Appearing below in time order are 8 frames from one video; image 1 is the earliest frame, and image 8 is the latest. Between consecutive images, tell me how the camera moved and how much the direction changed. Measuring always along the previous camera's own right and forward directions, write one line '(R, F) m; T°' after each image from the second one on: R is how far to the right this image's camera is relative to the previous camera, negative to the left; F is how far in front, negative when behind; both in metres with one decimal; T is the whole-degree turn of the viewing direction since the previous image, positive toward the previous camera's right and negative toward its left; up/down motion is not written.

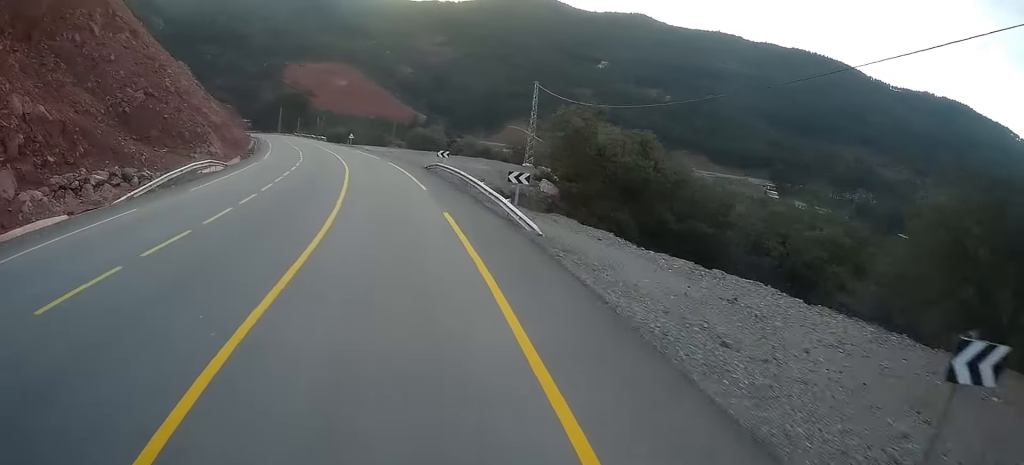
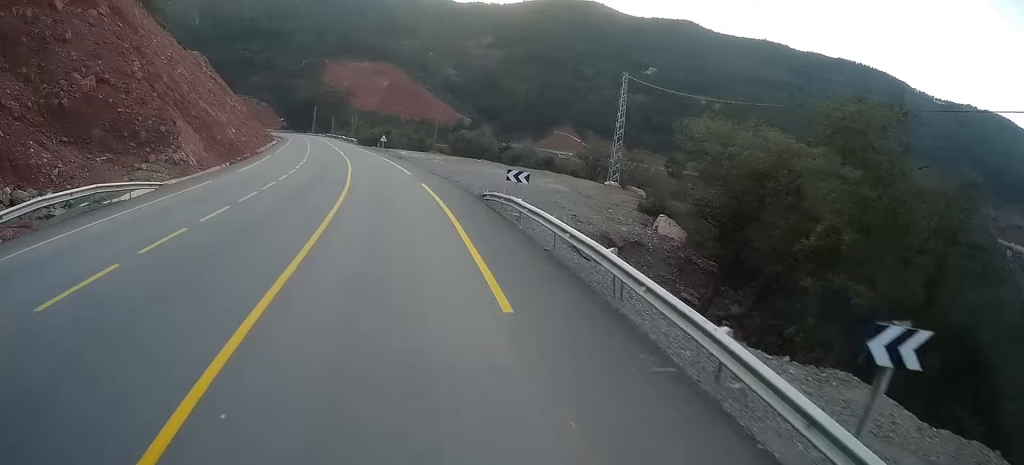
(-1.4, +17.7) m; -6°
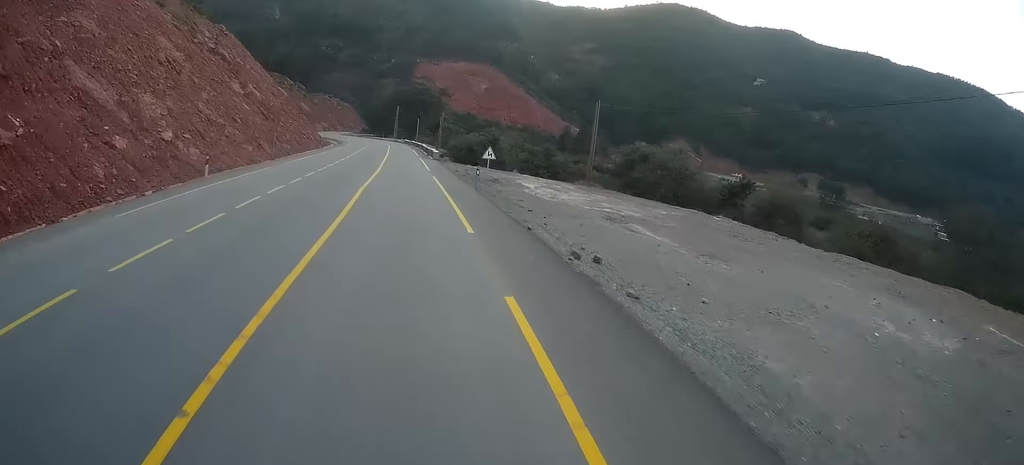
(-3.5, +45.8) m; -8°
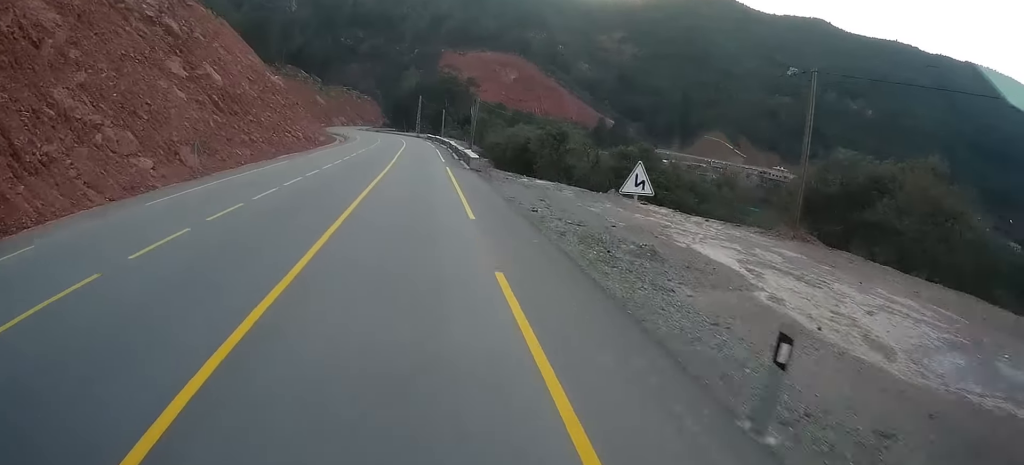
(-0.5, +24.8) m; 0°
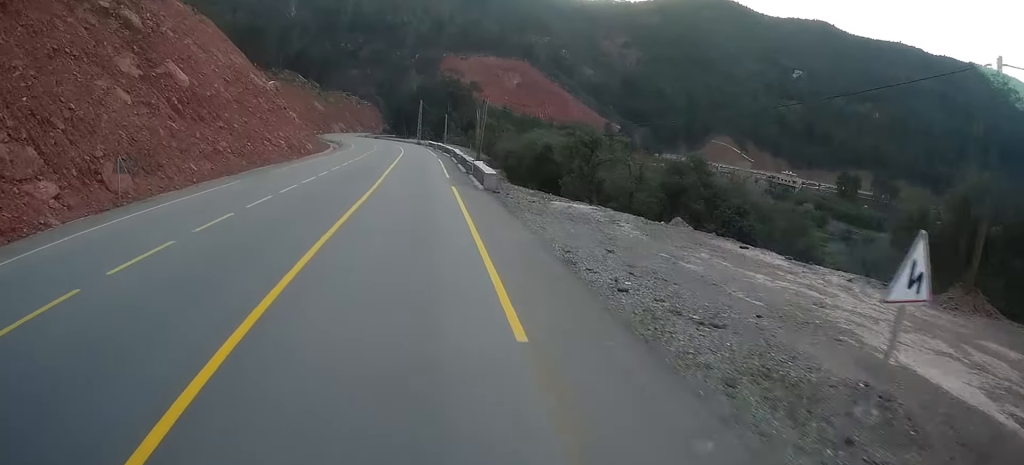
(-0.1, +9.5) m; +1°
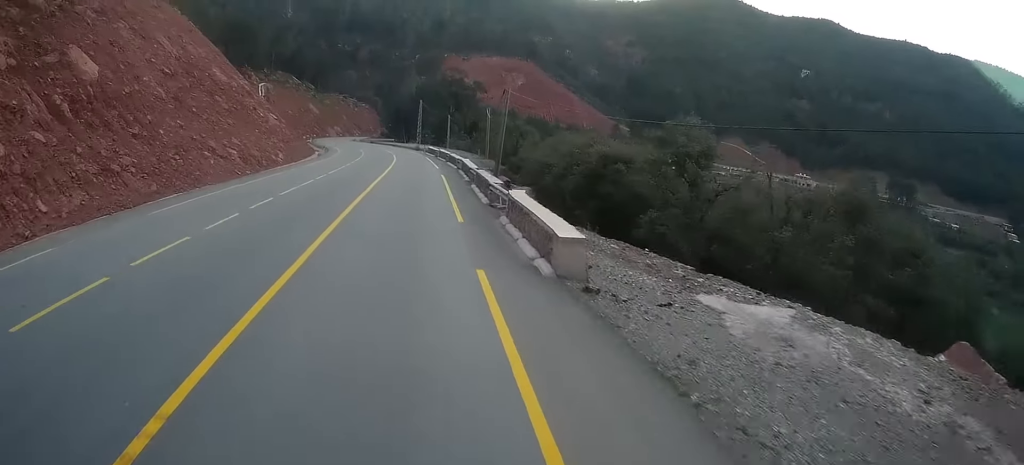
(+0.4, +15.8) m; 0°
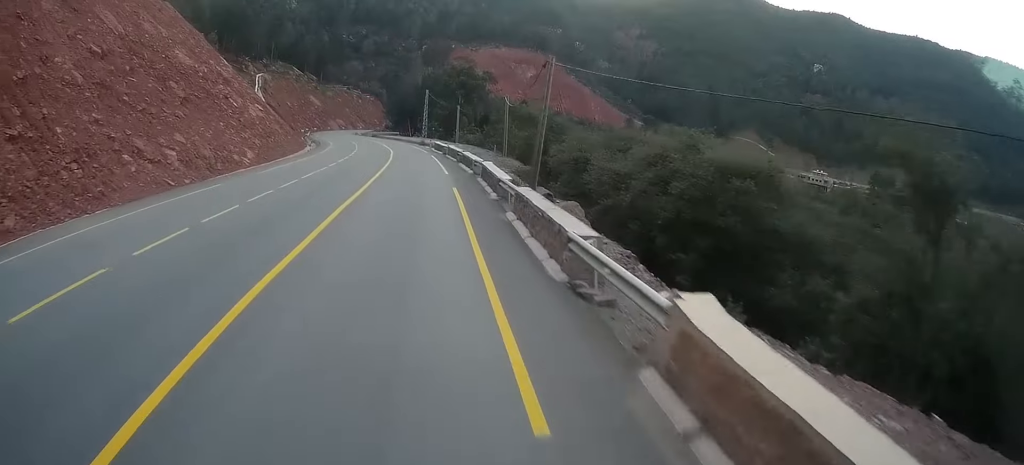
(-0.1, +12.6) m; -2°
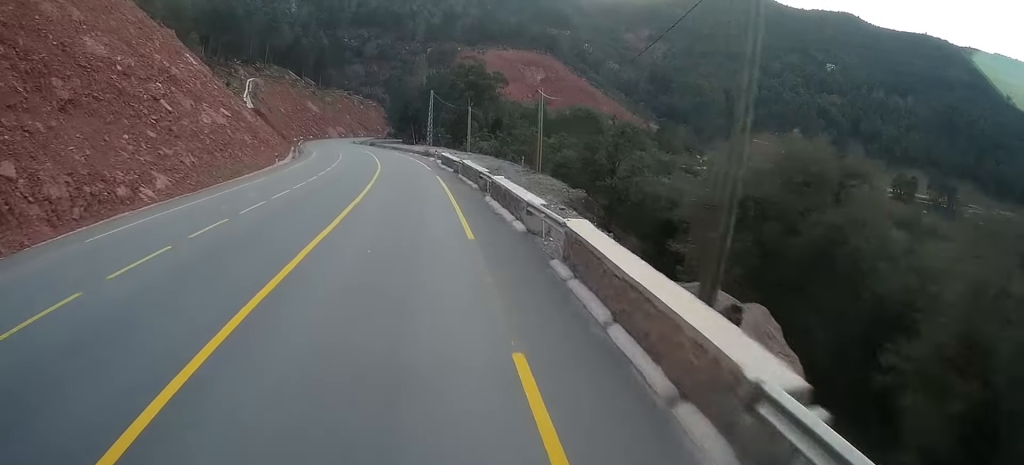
(-0.5, +18.2) m; -3°
